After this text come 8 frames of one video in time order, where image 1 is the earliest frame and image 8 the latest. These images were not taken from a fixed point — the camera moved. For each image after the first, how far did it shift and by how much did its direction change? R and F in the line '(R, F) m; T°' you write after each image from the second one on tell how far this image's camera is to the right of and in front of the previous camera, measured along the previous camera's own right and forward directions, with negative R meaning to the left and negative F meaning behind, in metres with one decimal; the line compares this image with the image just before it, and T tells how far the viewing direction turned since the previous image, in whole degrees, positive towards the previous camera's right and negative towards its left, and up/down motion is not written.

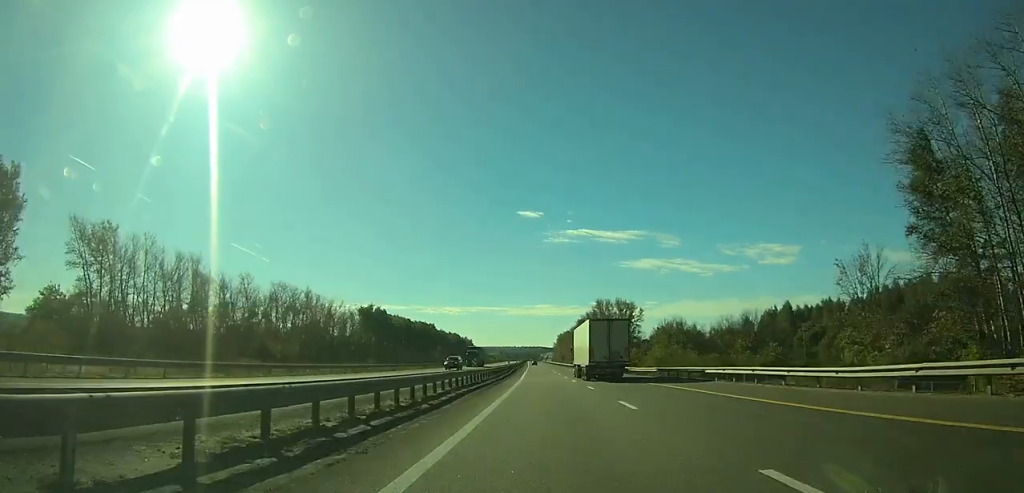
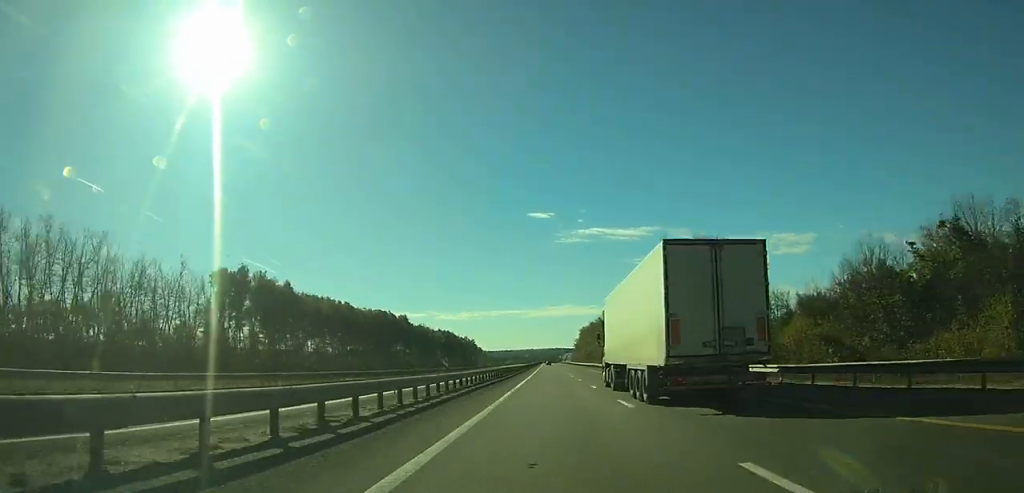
(-2.6, +108.2) m; -2°
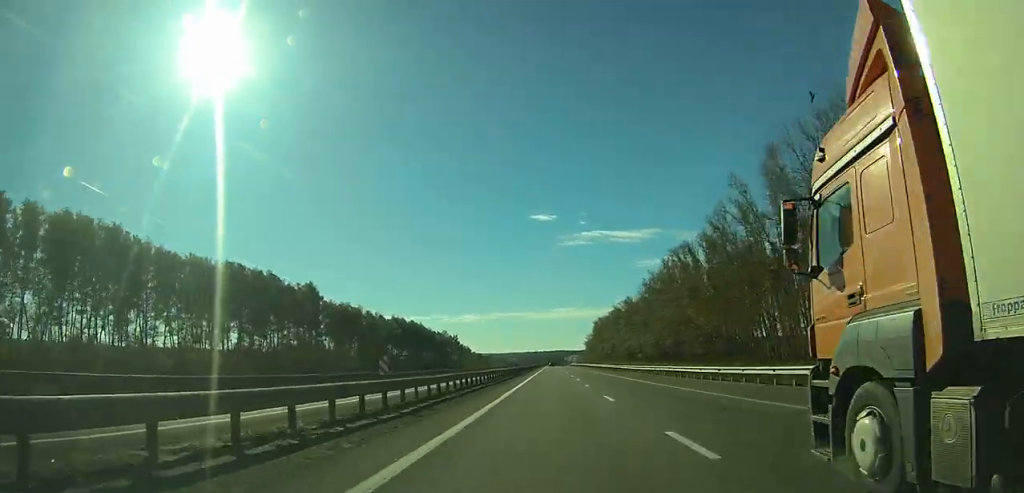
(-0.6, +105.1) m; 0°
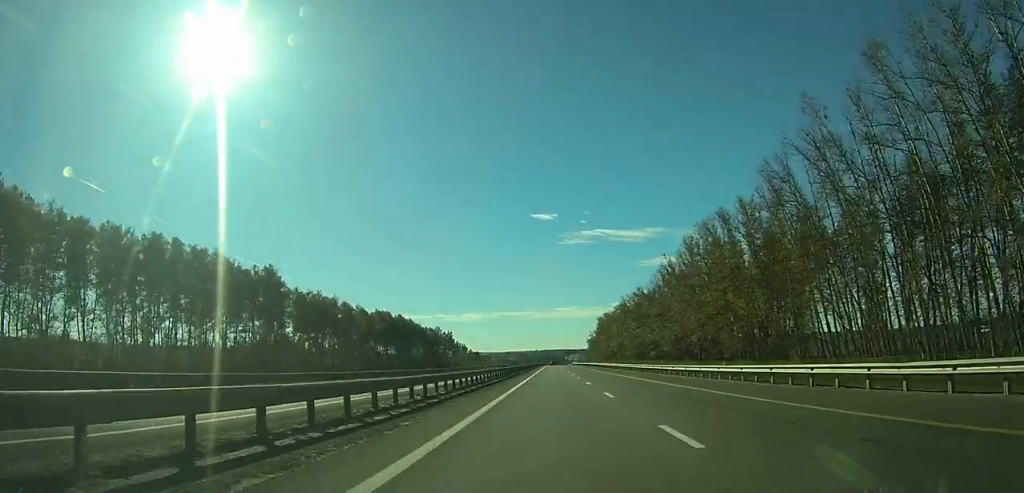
(0.0, +23.3) m; 0°
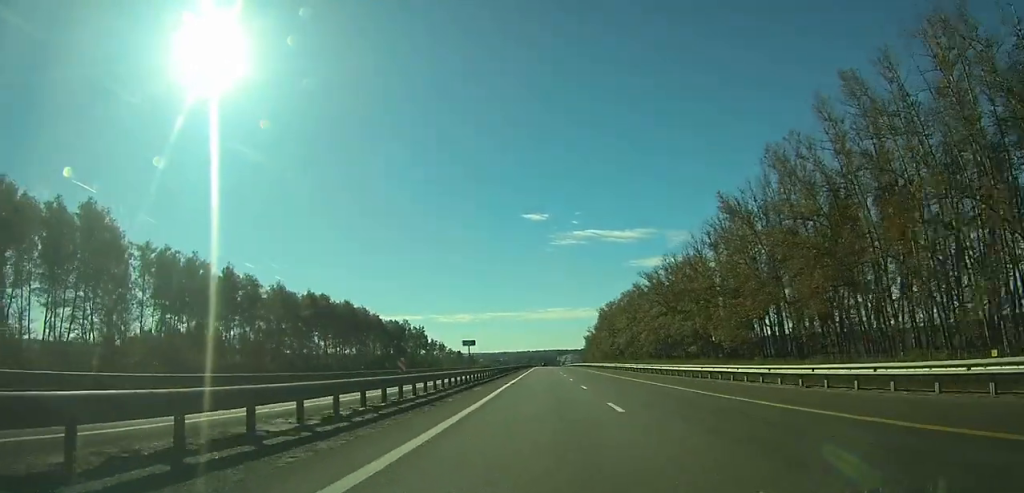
(0.0, +54.4) m; 0°
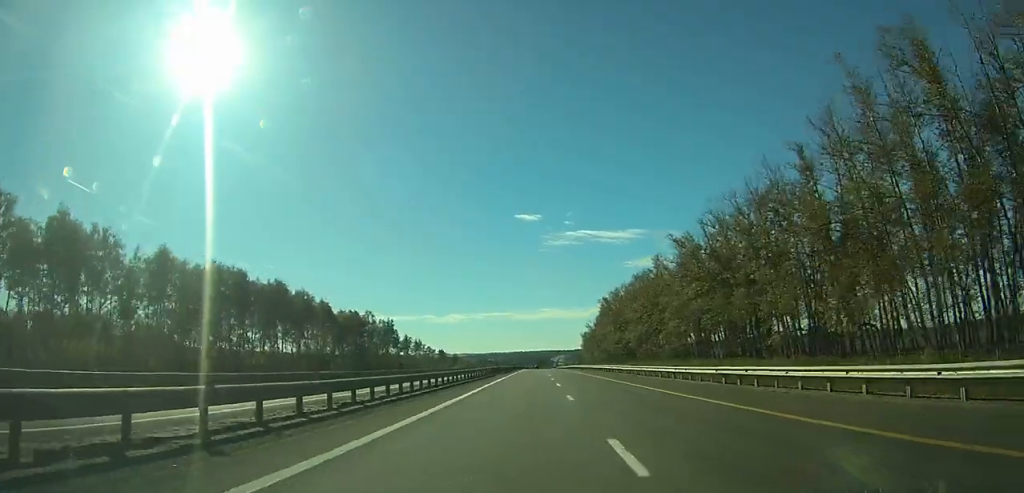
(+0.1, +44.5) m; 0°
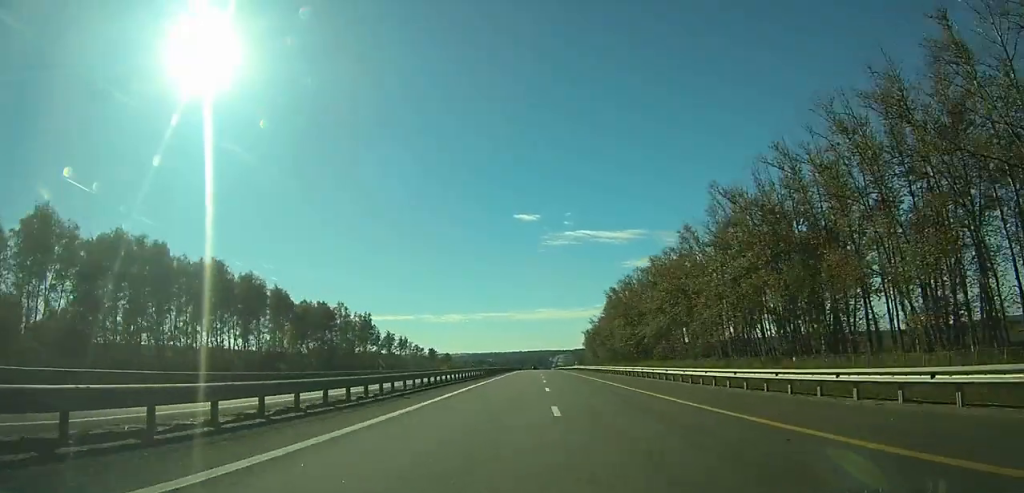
(+0.2, +28.9) m; 0°
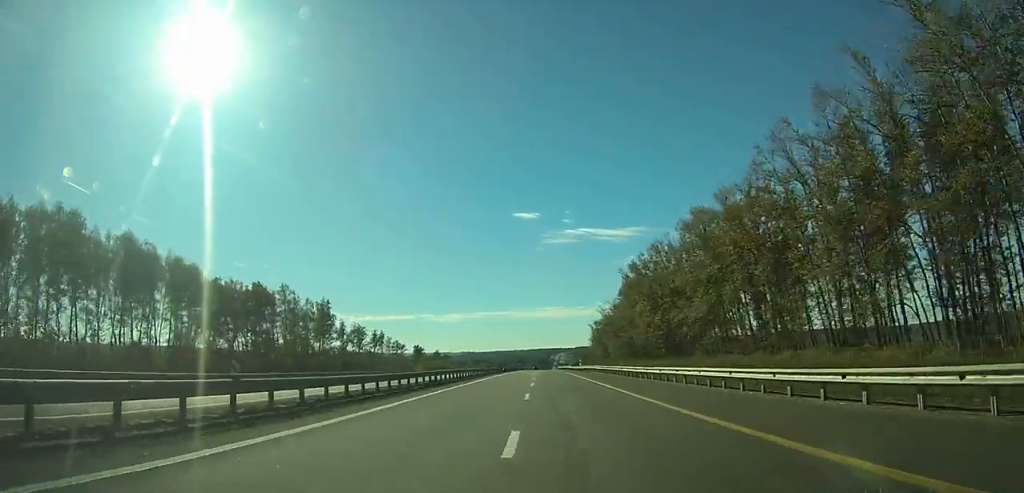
(+0.2, +42.3) m; 0°
